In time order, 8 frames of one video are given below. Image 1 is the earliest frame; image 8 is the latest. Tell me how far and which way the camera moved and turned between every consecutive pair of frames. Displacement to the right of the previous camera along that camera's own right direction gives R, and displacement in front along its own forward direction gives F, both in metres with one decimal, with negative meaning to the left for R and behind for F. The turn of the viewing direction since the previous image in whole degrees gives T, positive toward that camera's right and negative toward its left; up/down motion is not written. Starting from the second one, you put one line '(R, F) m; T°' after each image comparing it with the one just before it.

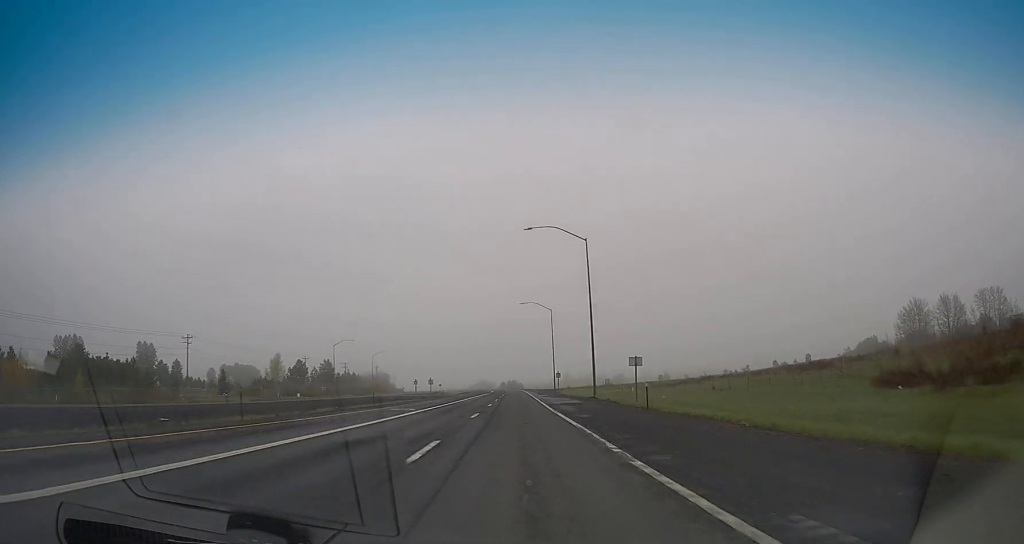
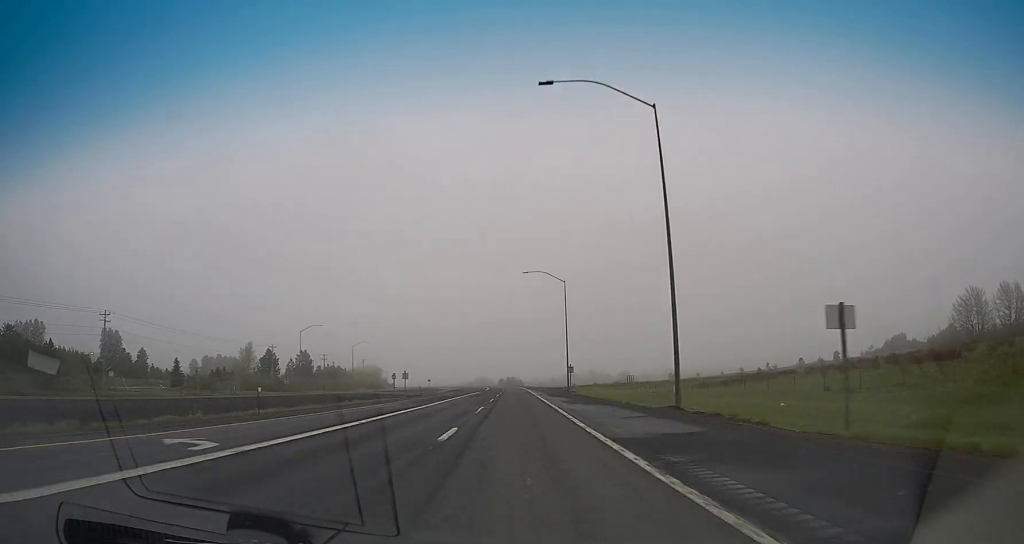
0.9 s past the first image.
(+0.3, +27.4) m; 0°
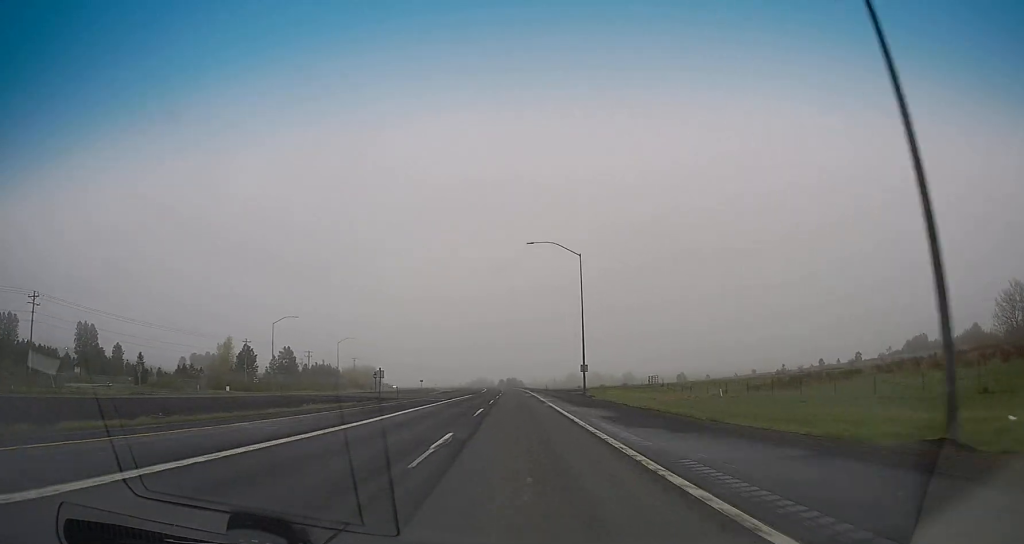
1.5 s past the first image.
(-0.1, +17.6) m; -1°
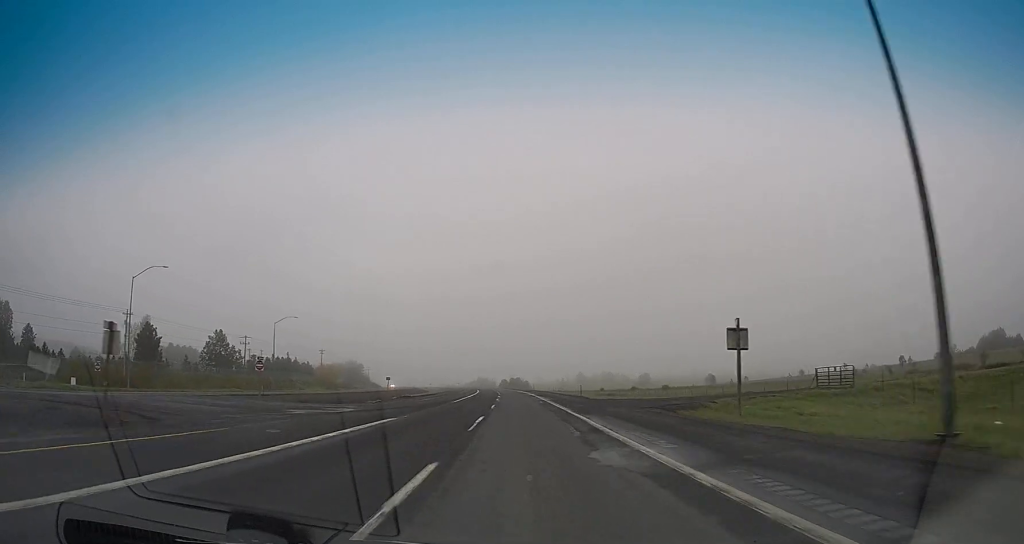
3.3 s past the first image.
(-0.6, +52.7) m; -1°
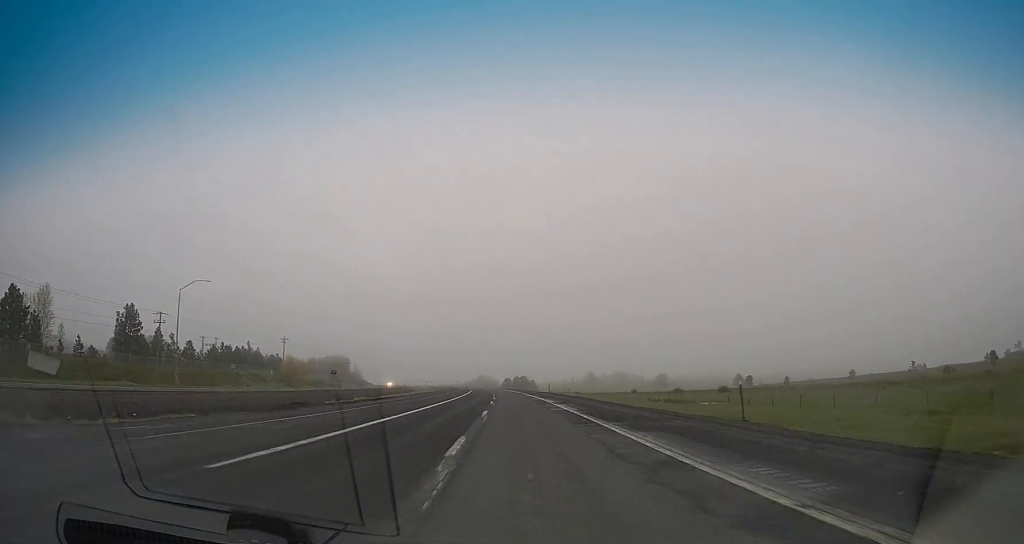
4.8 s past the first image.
(+0.2, +42.0) m; 0°
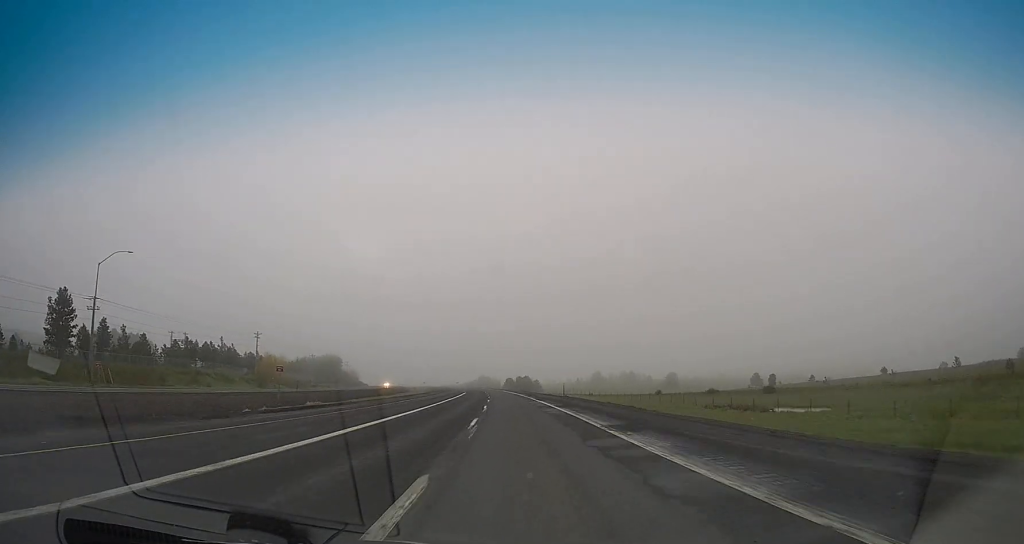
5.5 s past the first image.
(0.0, +21.5) m; 0°
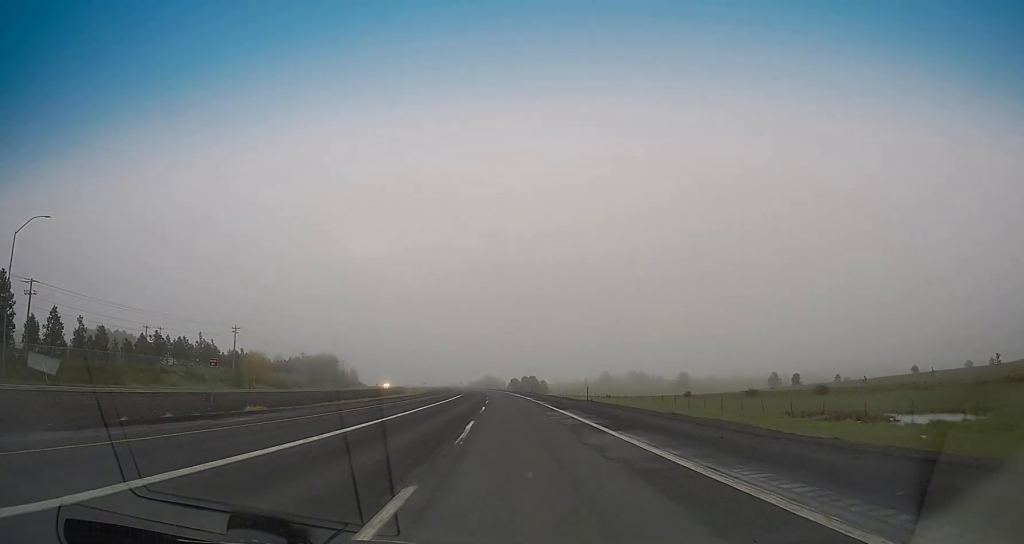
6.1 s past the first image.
(+0.1, +16.6) m; 0°
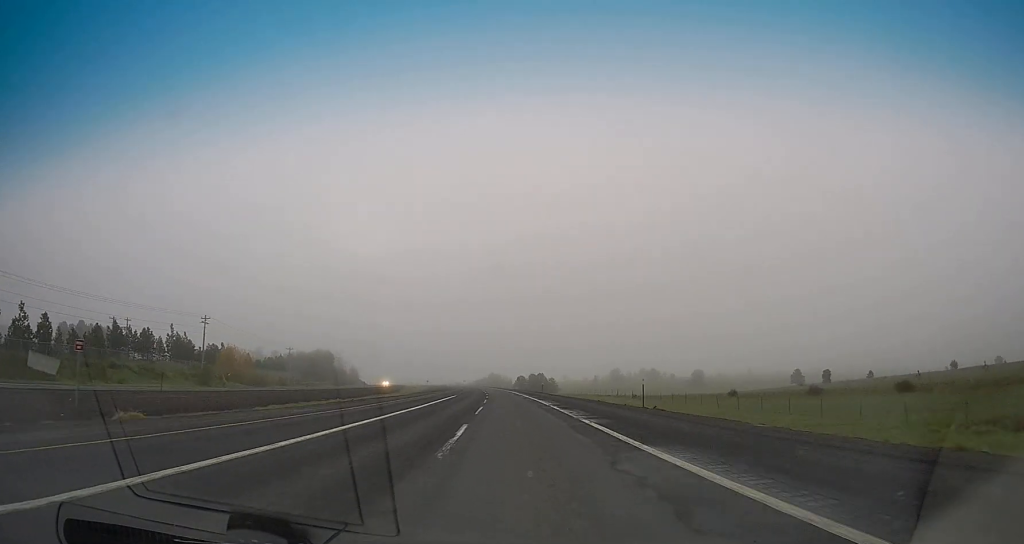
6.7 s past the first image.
(-0.1, +18.6) m; 0°
